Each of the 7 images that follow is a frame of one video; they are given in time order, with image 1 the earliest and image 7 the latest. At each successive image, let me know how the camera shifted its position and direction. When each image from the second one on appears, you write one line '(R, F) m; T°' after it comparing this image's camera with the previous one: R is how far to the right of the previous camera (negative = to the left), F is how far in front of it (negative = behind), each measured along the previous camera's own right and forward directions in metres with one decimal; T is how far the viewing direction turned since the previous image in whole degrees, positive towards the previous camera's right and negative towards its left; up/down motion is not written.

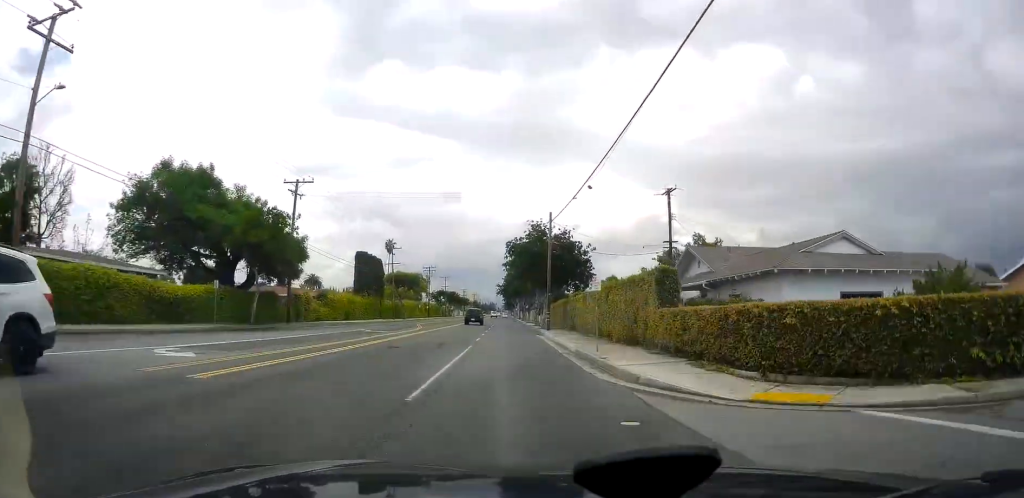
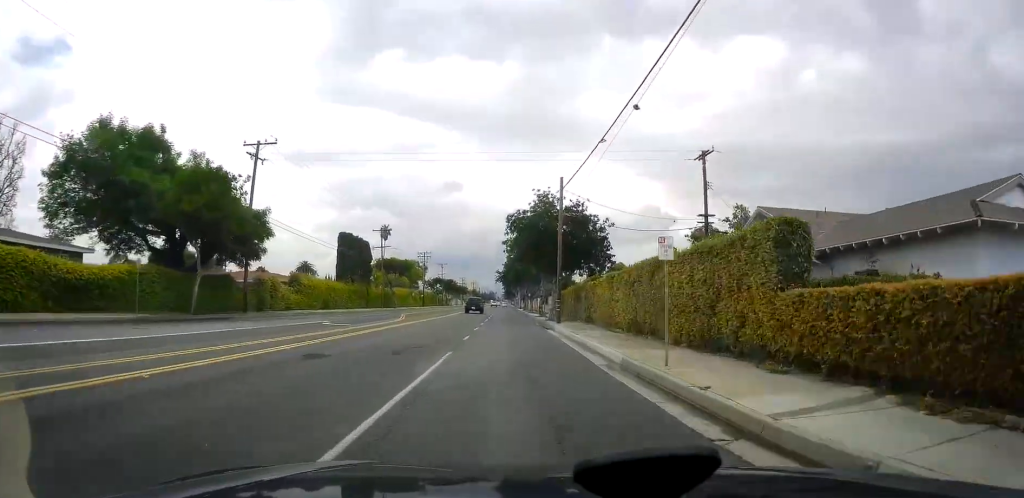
(0.0, +8.8) m; 0°
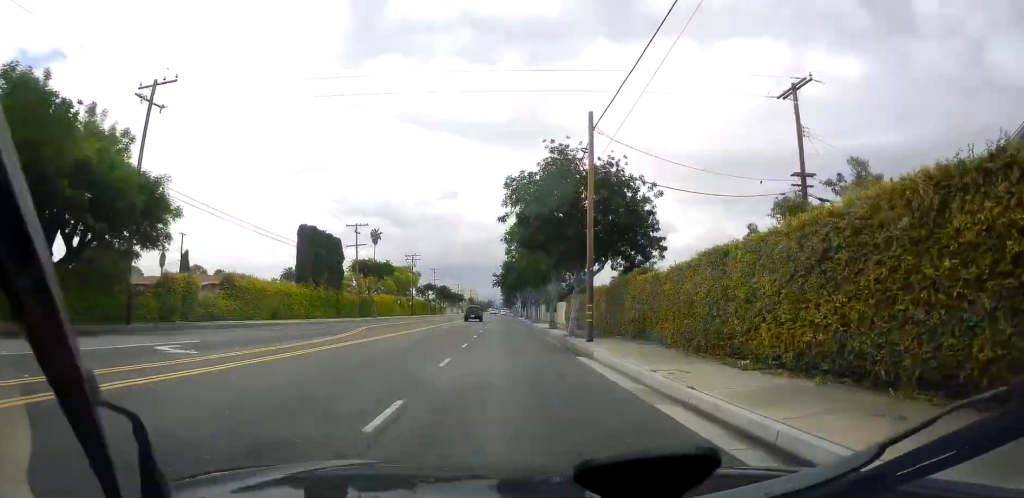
(0.0, +14.3) m; -1°
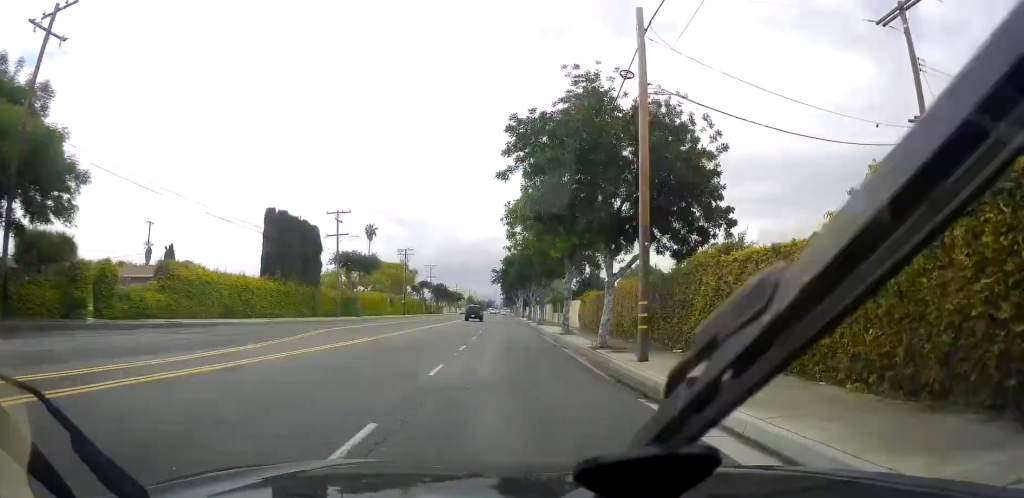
(+0.1, +9.0) m; -1°
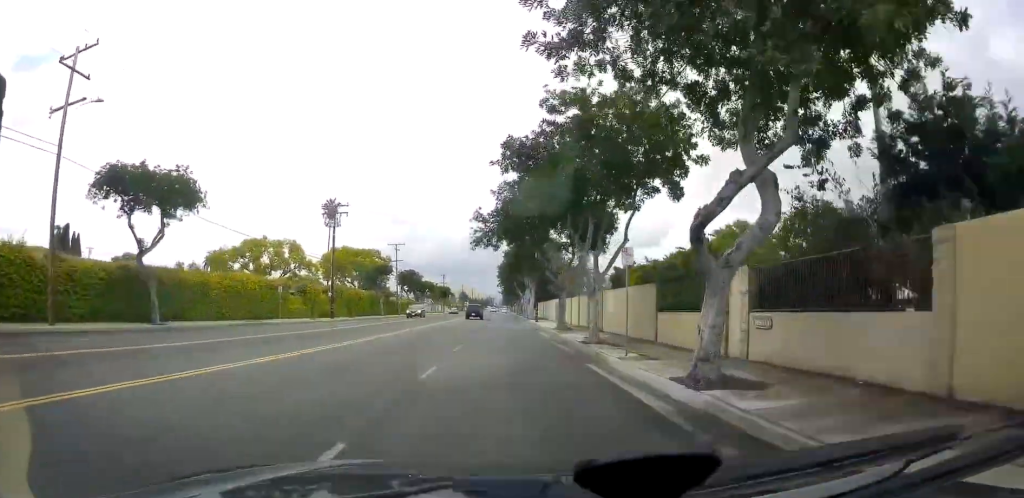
(+0.3, +44.8) m; +2°
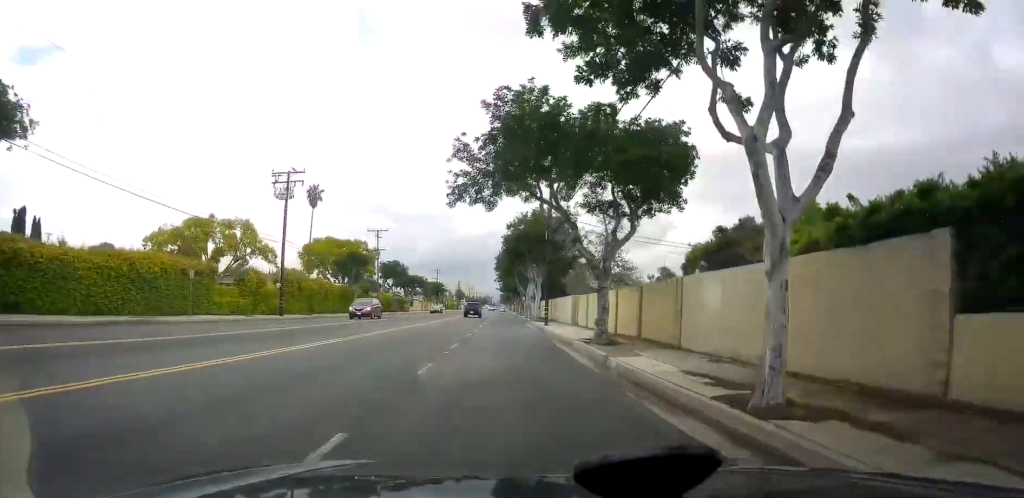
(0.0, +13.9) m; 0°
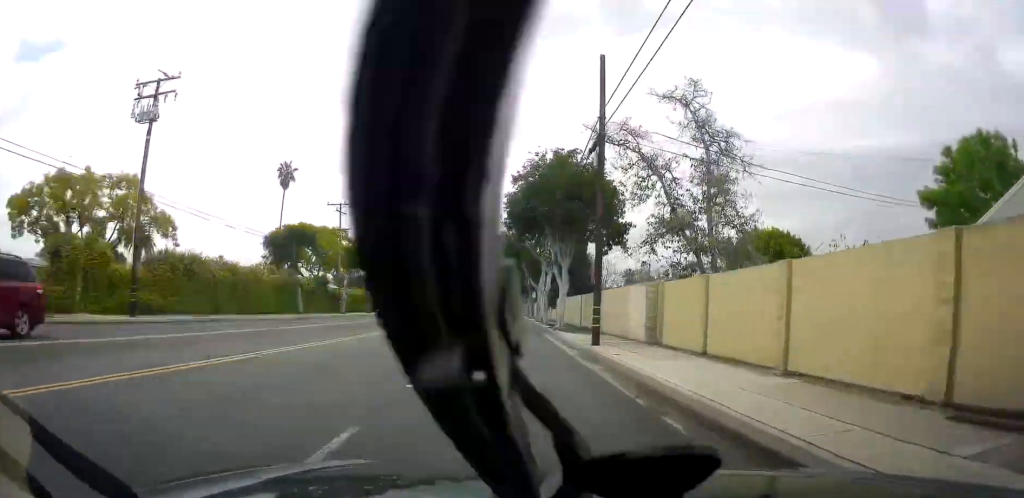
(-0.3, +21.5) m; -1°
